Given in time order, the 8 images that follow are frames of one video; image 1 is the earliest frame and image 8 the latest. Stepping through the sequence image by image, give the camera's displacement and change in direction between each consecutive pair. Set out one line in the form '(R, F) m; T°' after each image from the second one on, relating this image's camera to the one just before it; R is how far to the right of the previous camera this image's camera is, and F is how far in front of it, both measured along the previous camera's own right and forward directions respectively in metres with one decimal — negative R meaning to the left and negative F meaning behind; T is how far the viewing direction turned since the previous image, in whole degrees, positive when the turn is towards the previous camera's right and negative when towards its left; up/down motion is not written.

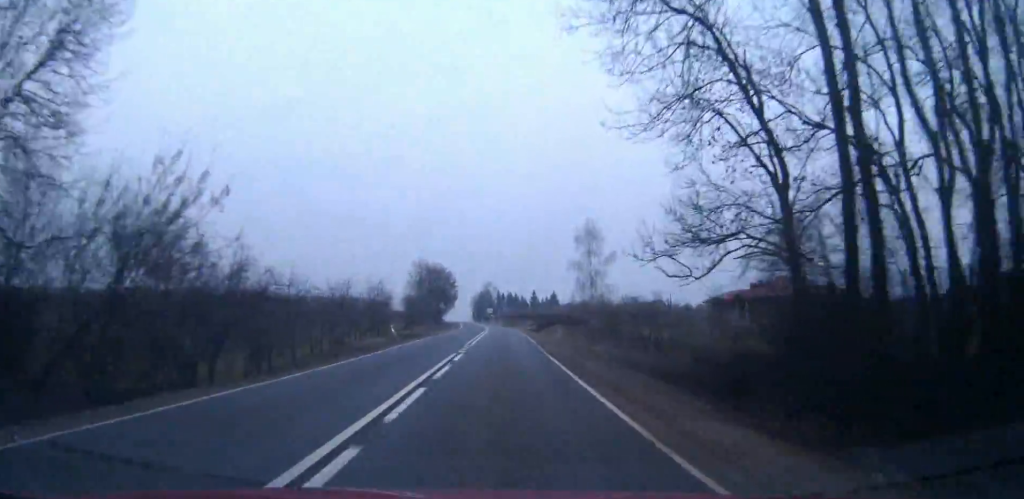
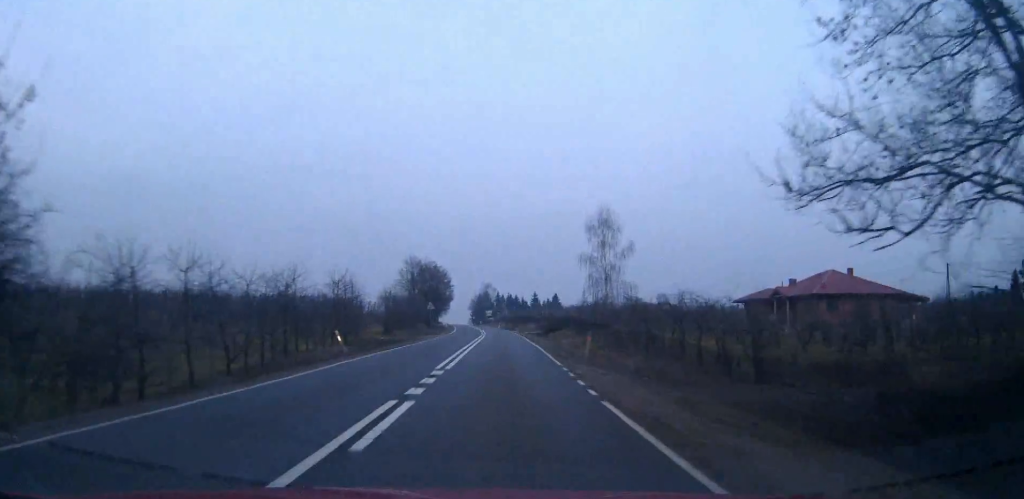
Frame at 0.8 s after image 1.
(+0.2, +13.4) m; +1°
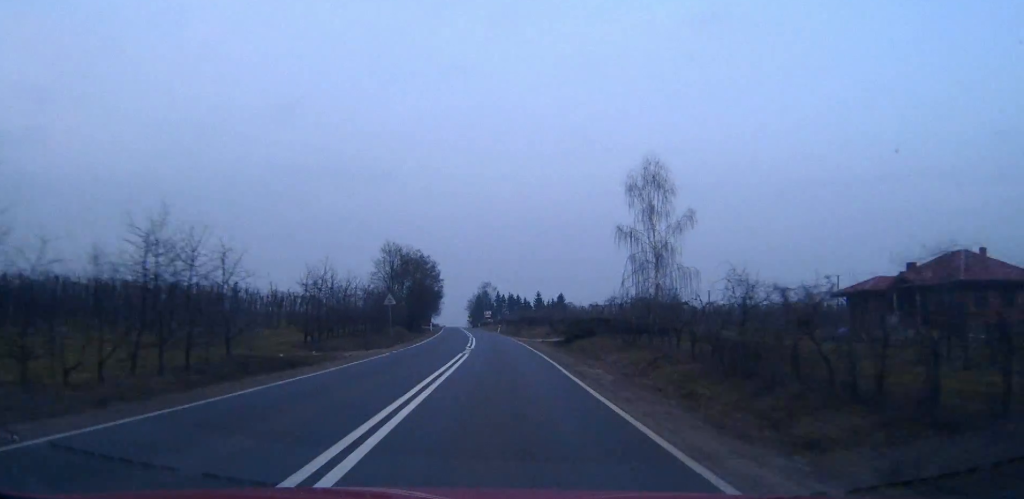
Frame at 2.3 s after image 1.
(+0.2, +26.4) m; 0°
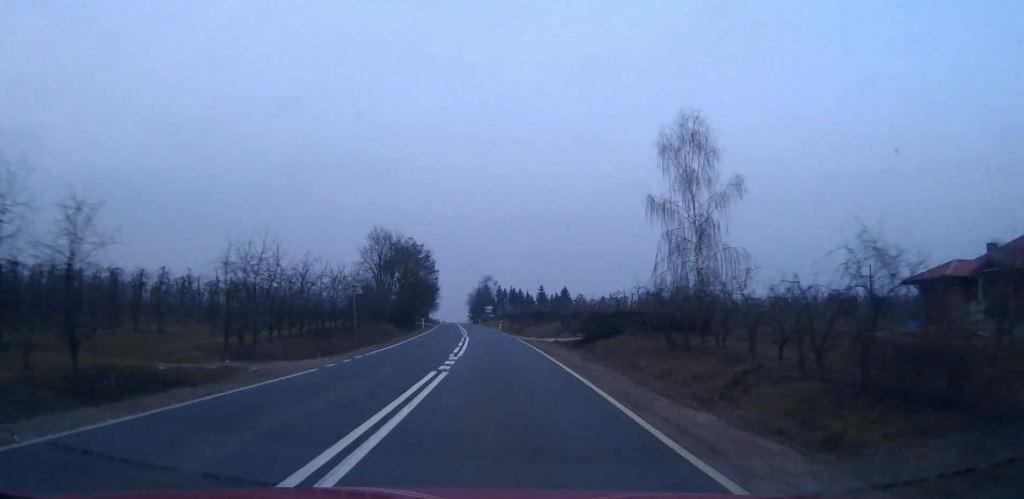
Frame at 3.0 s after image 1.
(0.0, +11.7) m; 0°
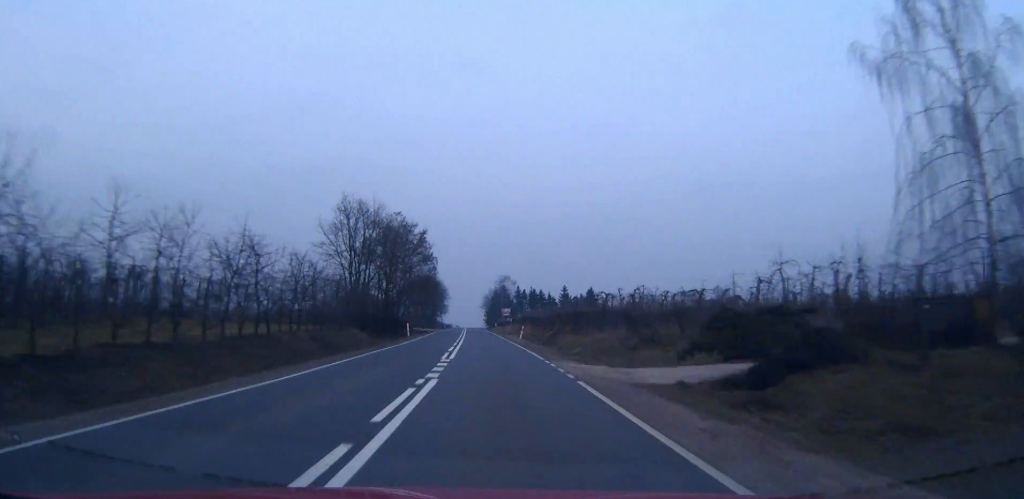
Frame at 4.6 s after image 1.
(0.0, +28.0) m; 0°
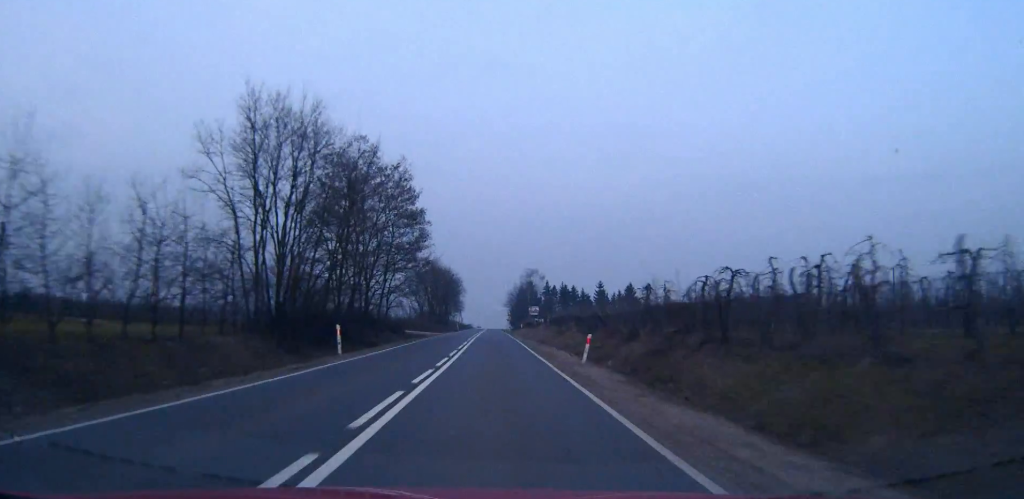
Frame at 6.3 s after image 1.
(-0.5, +32.4) m; -2°
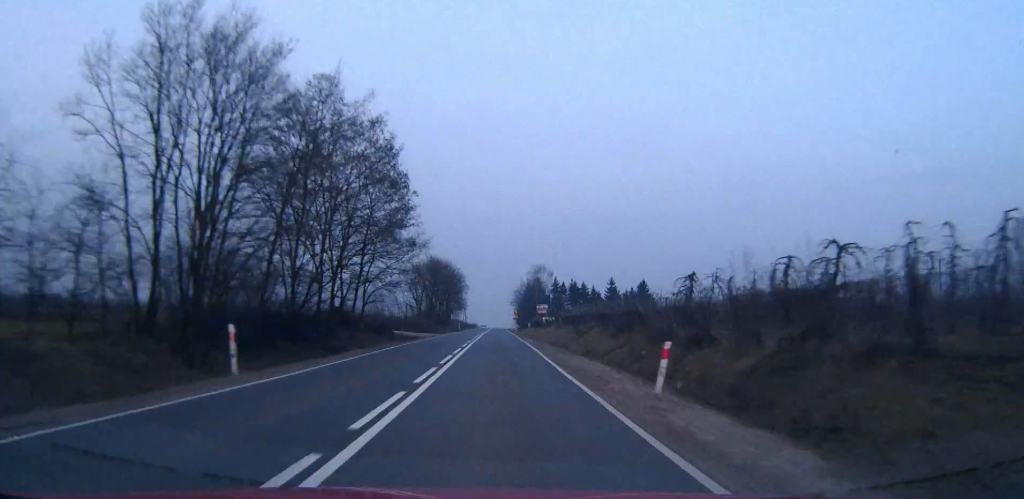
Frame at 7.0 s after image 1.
(-0.1, +11.8) m; 0°
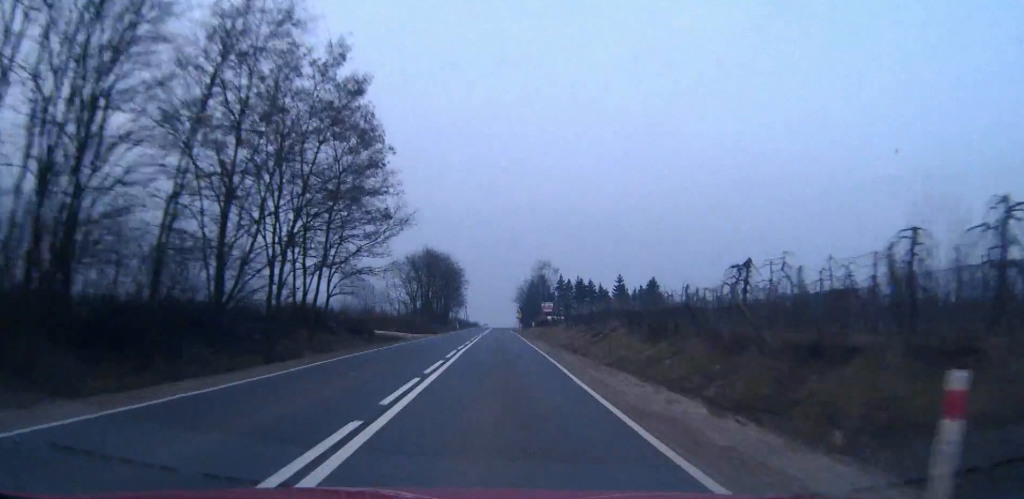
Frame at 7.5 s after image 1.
(0.0, +10.0) m; 0°
